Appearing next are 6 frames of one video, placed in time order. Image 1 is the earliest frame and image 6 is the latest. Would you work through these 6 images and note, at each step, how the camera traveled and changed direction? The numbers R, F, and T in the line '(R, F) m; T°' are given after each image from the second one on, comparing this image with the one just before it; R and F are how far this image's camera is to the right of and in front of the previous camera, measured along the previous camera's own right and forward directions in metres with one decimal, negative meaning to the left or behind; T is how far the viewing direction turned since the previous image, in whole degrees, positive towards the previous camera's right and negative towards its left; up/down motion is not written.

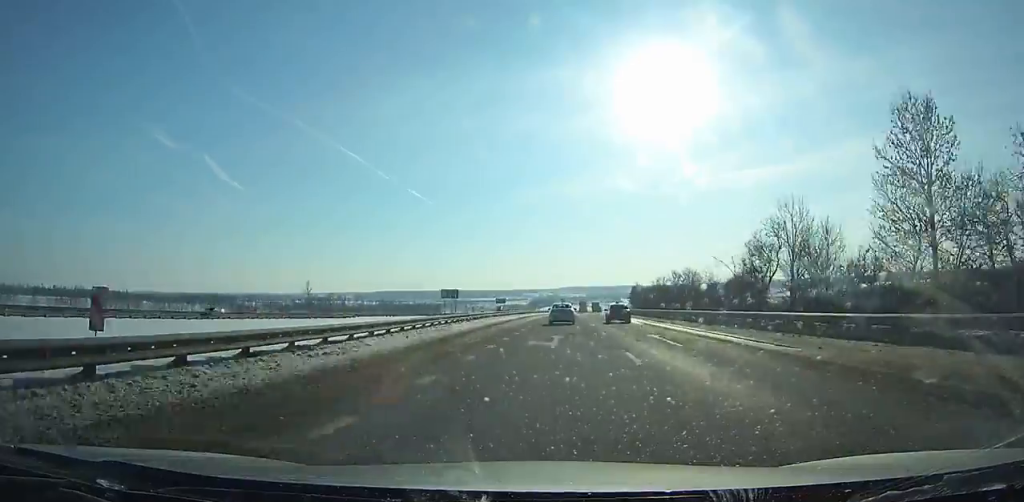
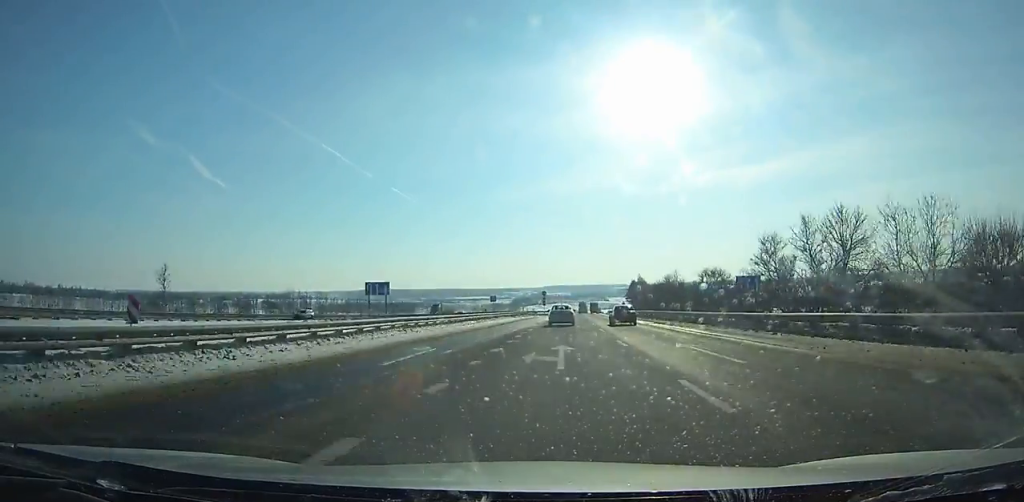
(+1.0, +63.8) m; +1°
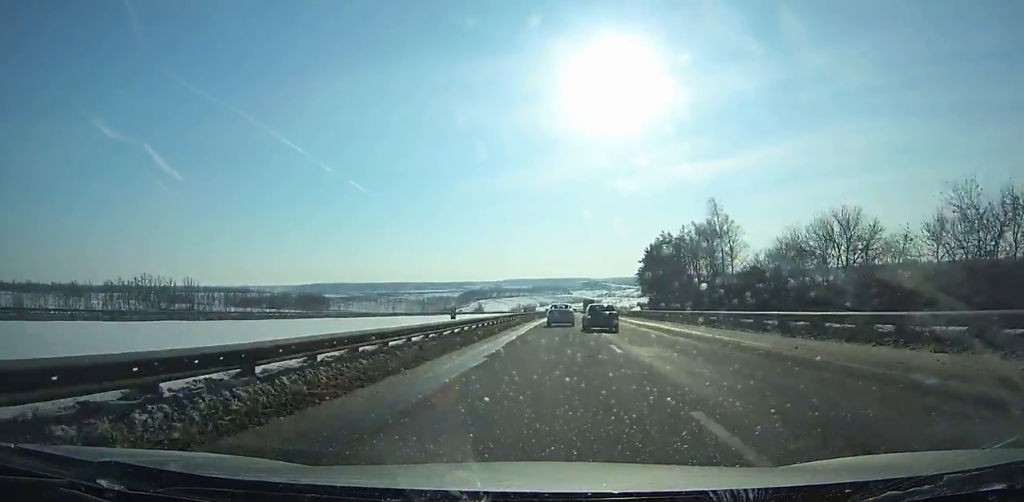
(+5.6, +169.4) m; +4°
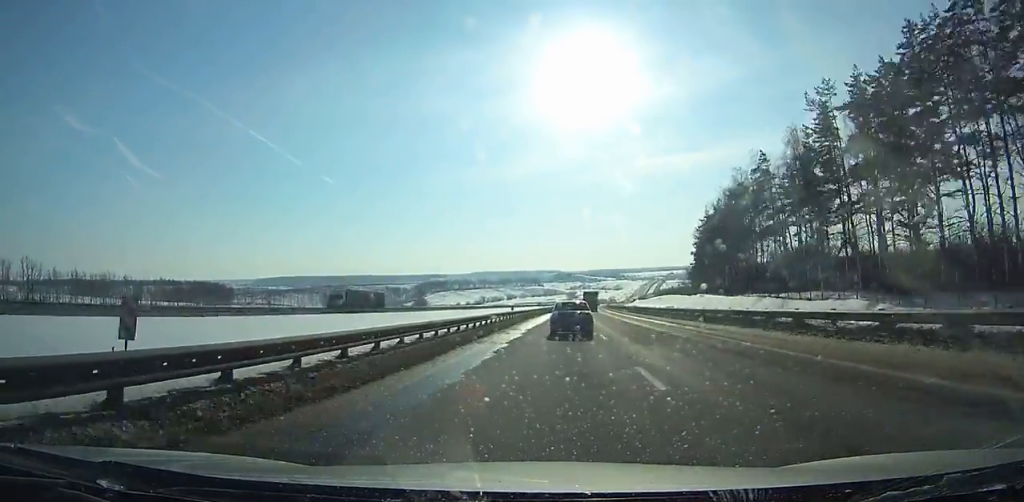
(+3.2, +134.6) m; +3°
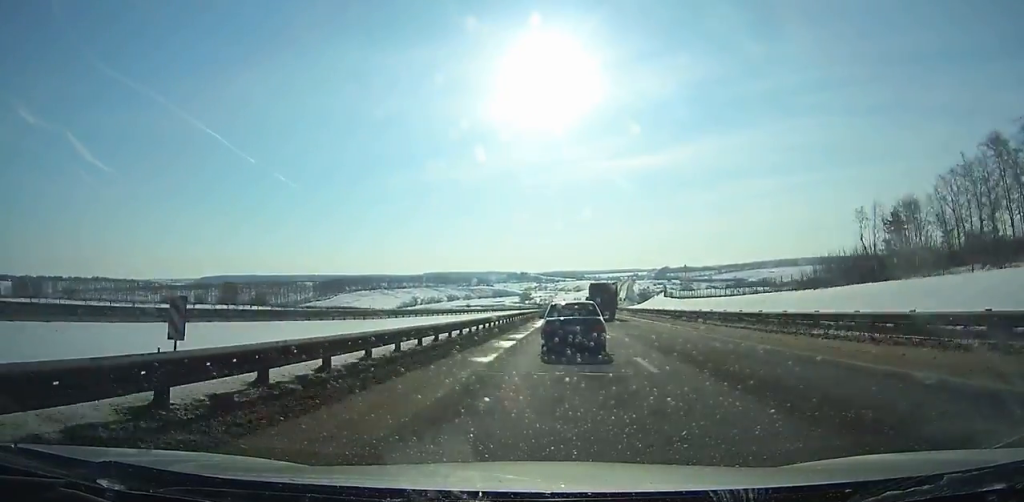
(+6.8, +198.1) m; +4°
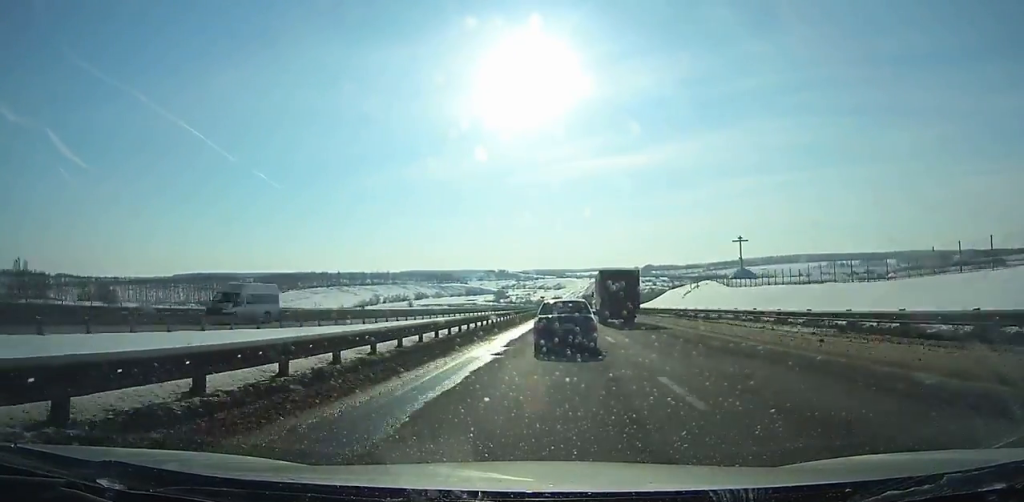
(+1.3, +88.3) m; +2°
